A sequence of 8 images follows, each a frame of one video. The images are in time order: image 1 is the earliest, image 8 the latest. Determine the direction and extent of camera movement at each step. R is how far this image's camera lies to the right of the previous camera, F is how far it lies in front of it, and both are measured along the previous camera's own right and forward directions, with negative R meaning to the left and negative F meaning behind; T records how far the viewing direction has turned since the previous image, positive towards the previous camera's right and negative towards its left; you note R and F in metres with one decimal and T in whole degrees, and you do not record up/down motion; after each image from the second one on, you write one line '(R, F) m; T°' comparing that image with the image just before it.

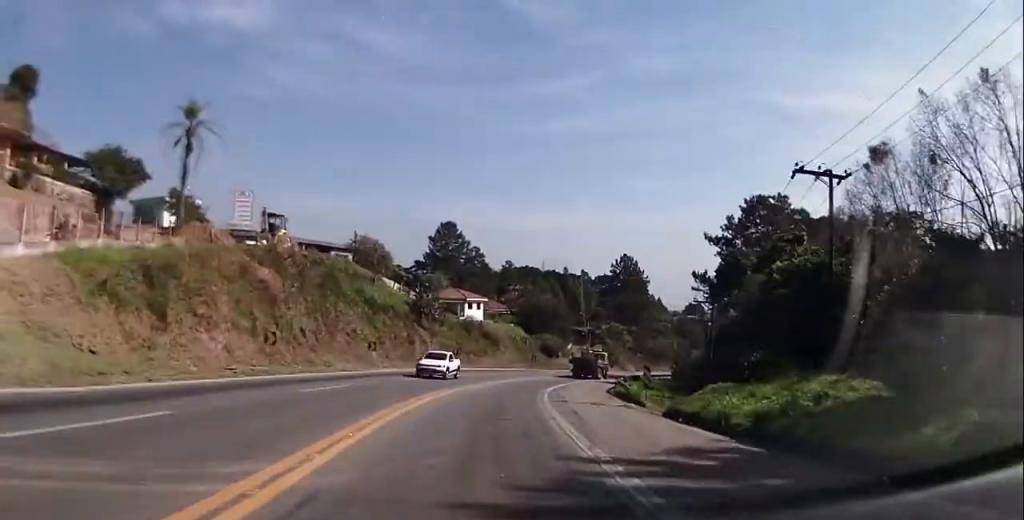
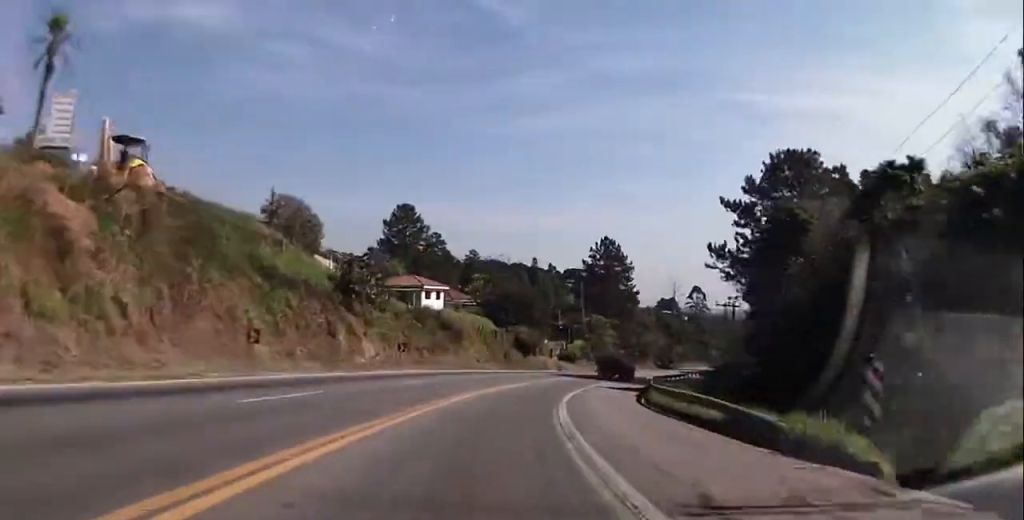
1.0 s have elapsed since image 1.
(+2.0, +19.1) m; +15°
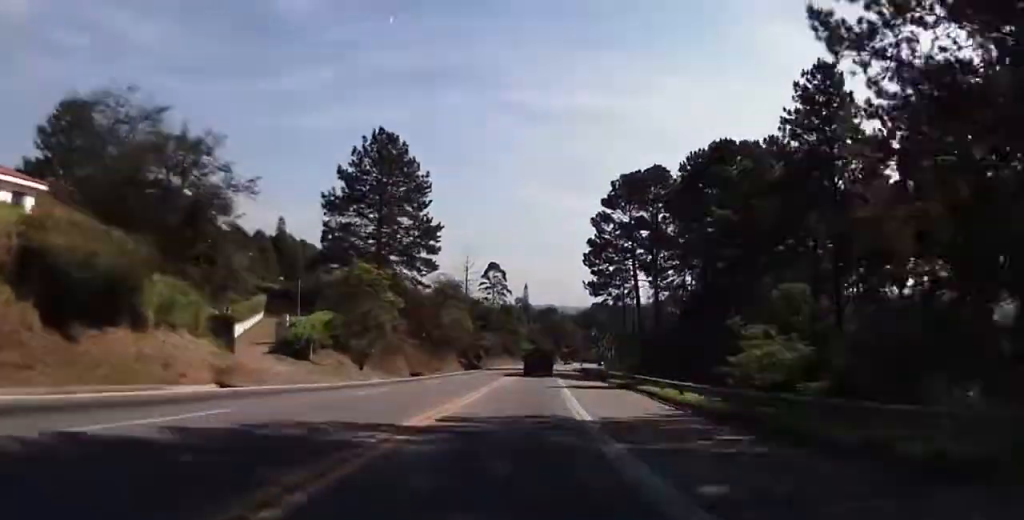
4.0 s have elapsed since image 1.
(+16.4, +55.5) m; +17°
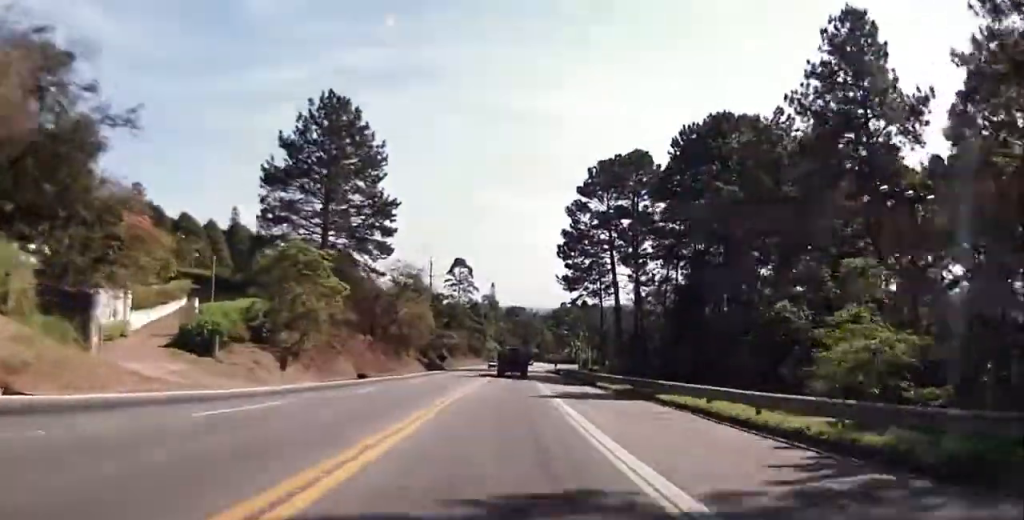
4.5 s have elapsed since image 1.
(+1.0, +9.4) m; -7°
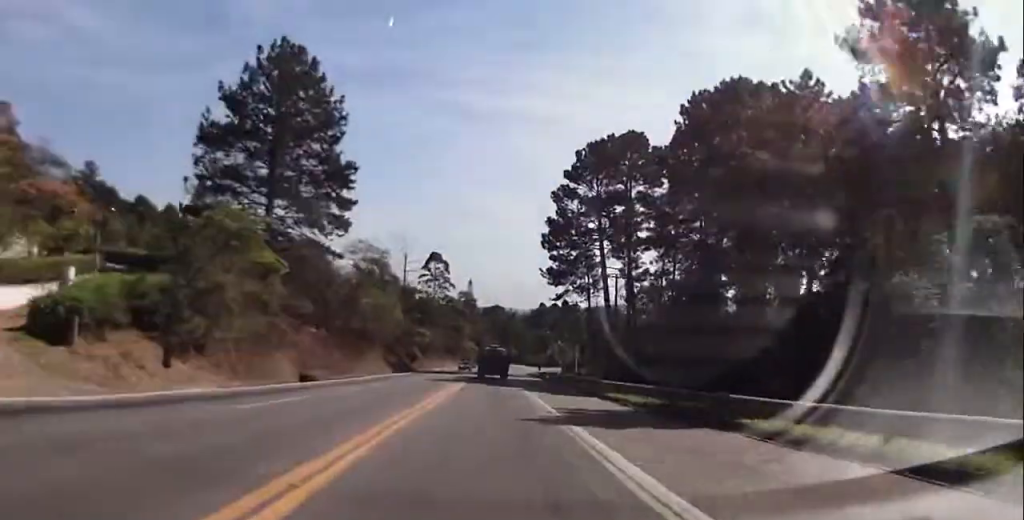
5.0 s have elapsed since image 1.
(-2.3, +12.6) m; -3°
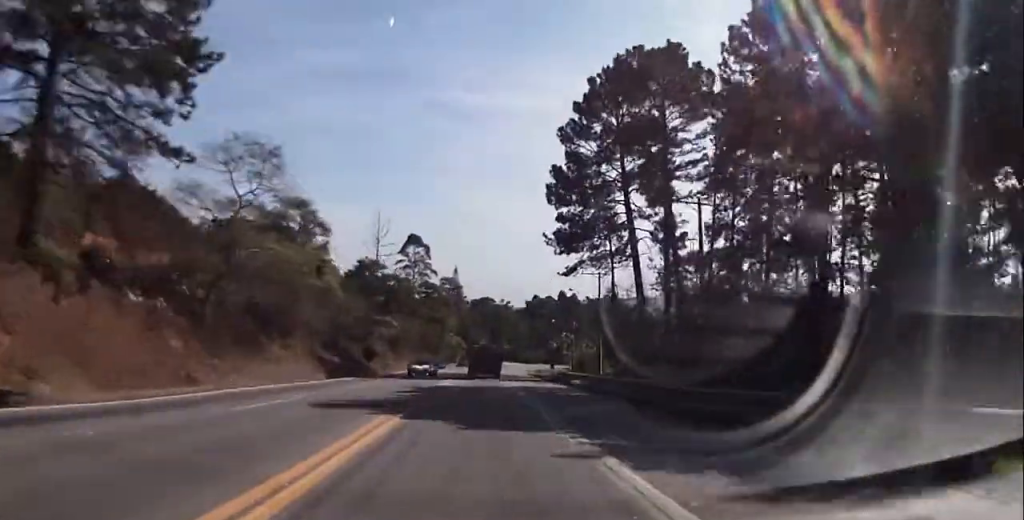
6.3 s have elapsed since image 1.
(-0.6, +30.1) m; +7°
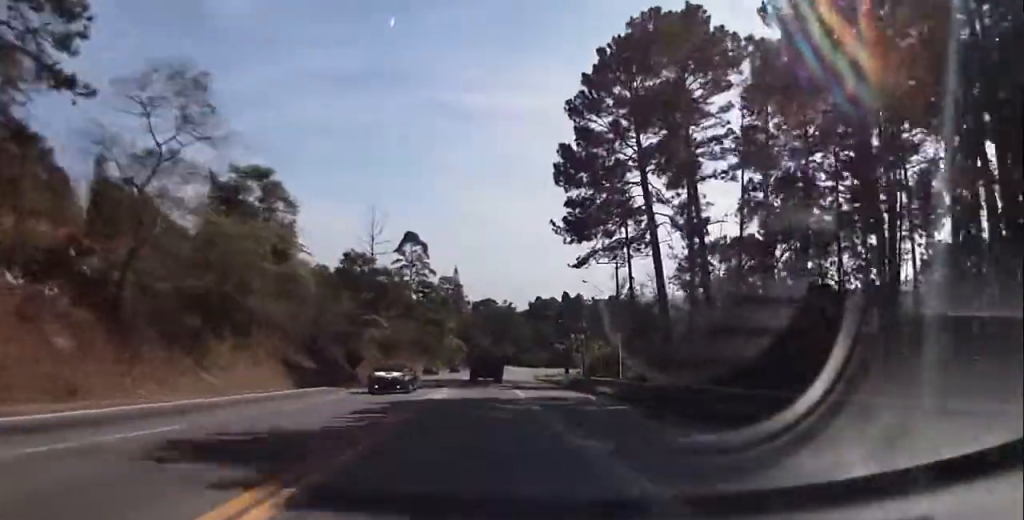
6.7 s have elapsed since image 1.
(+0.4, +8.4) m; +3°
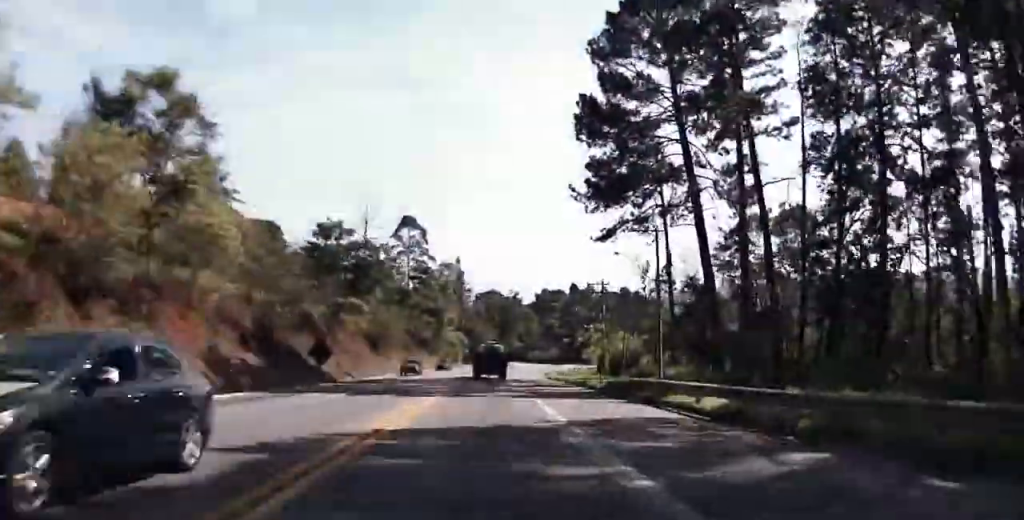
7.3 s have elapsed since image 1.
(+1.2, +12.2) m; +3°
